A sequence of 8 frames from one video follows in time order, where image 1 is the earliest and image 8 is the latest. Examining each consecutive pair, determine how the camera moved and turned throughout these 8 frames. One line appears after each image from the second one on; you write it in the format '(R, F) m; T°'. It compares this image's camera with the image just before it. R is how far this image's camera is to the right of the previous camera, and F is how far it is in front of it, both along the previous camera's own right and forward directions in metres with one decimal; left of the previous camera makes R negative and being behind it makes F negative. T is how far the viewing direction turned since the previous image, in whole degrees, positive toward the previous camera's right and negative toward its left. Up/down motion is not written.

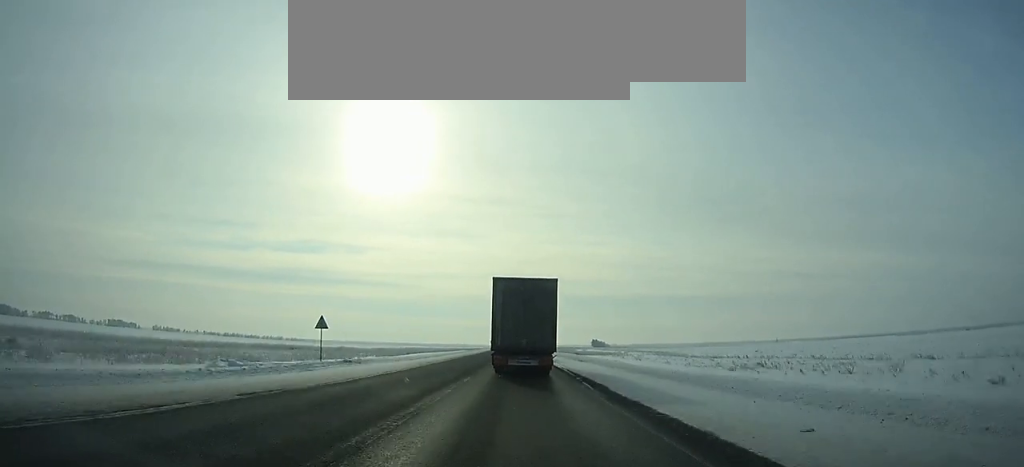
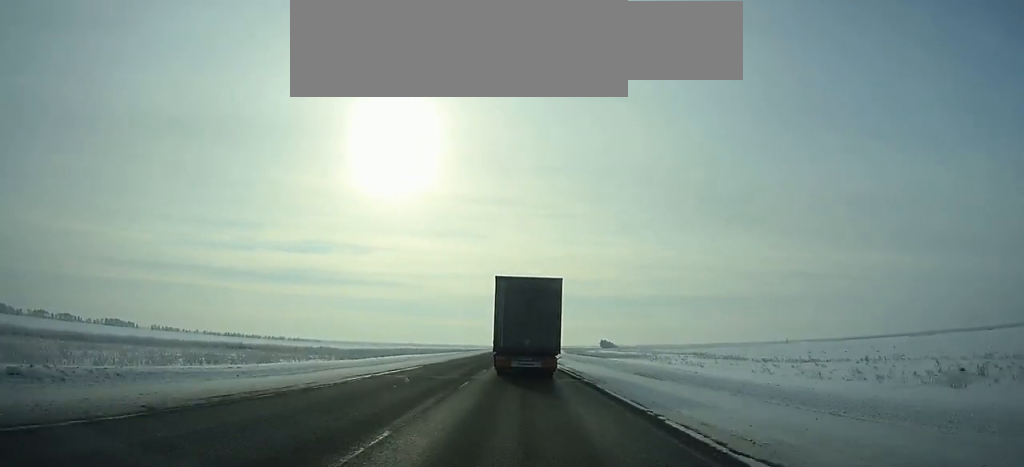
(0.0, +27.0) m; 0°
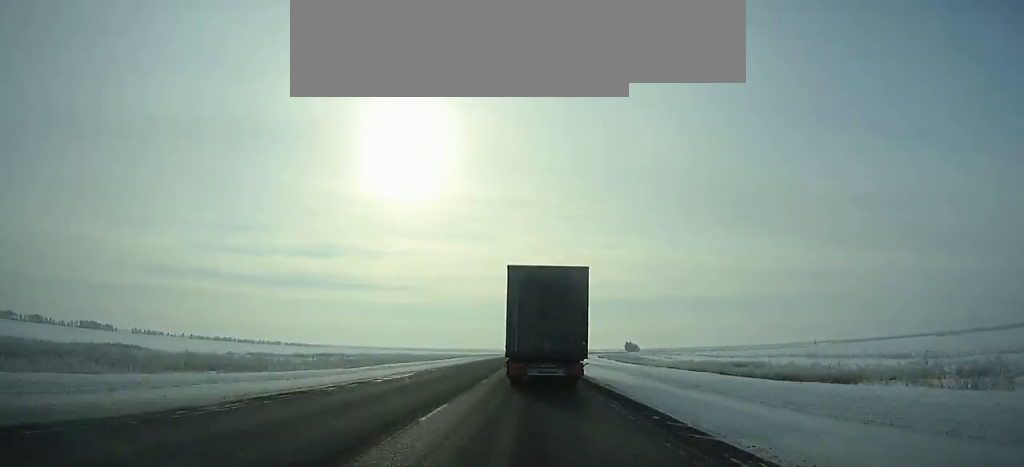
(-1.6, +107.3) m; -2°
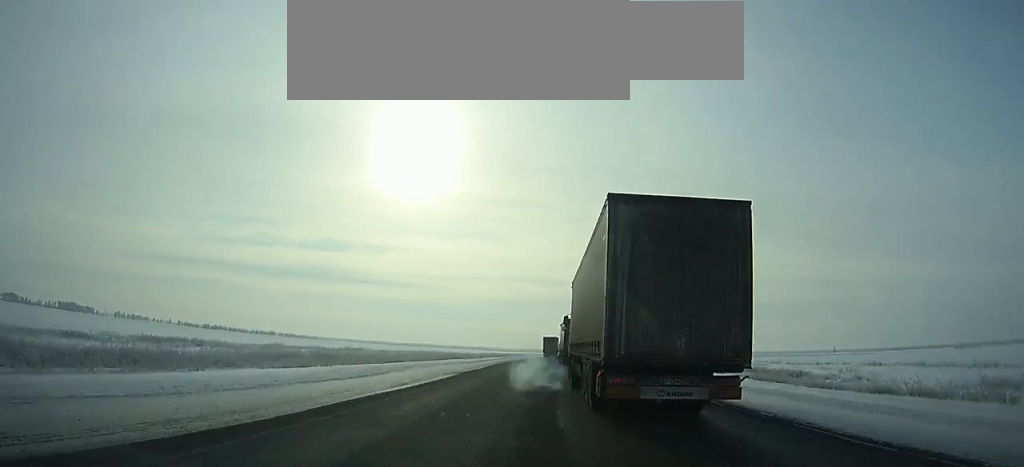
(-0.2, +75.0) m; +1°
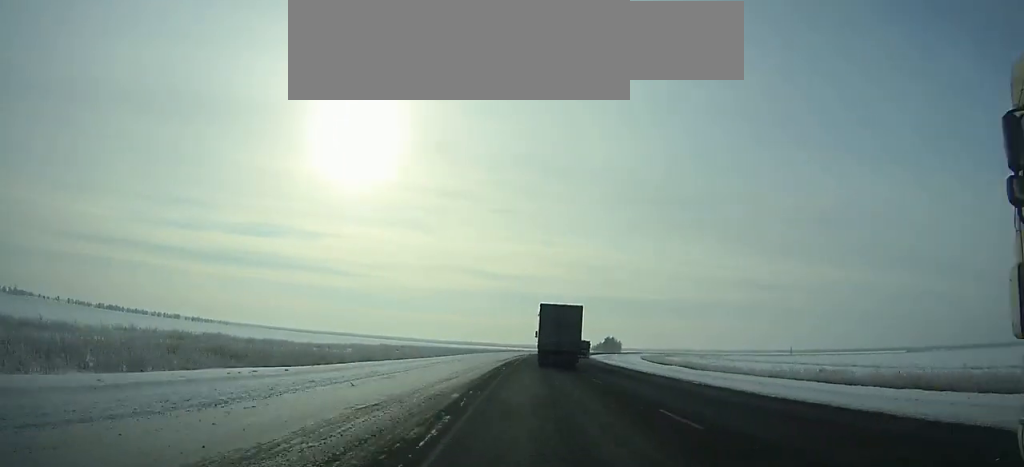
(+7.7, +130.1) m; +7°
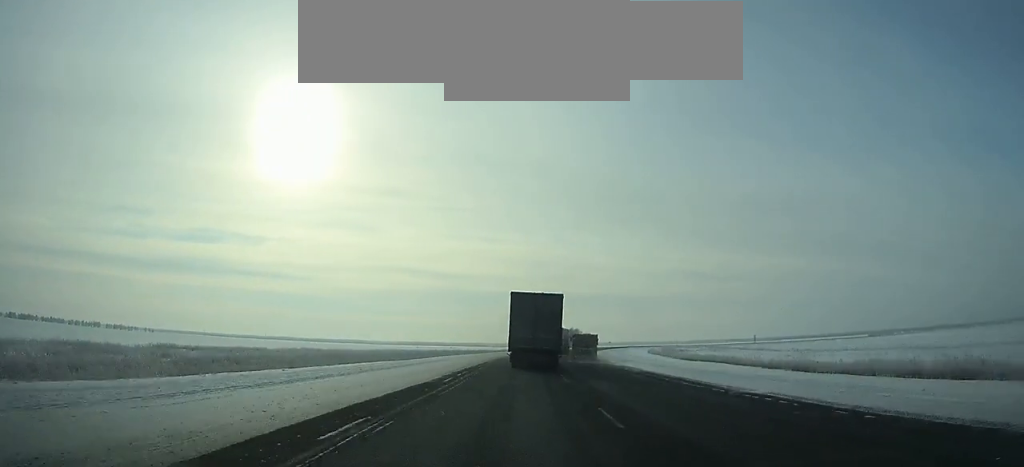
(+4.4, +92.0) m; +6°
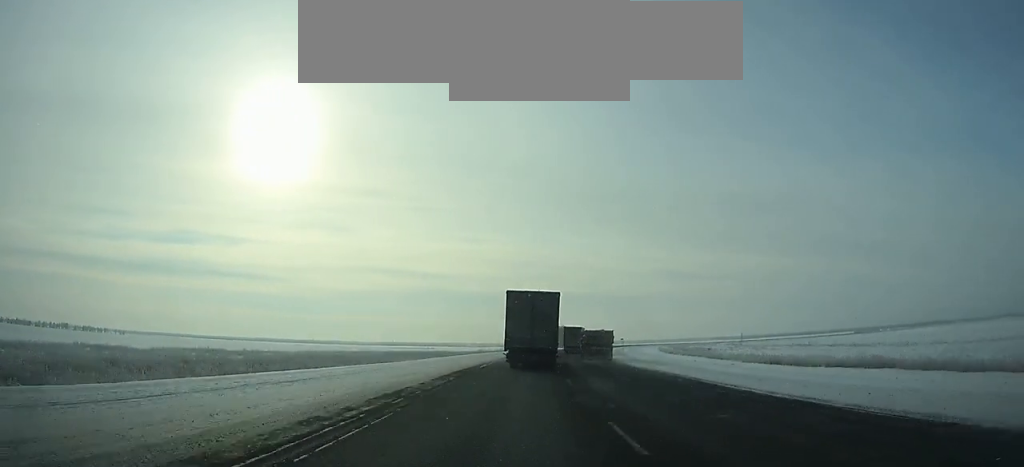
(+1.1, +38.8) m; +3°
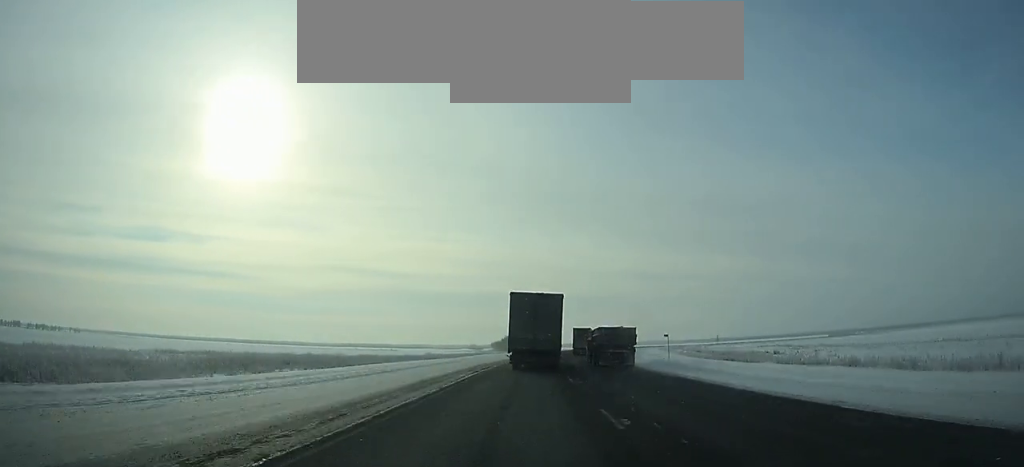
(+1.2, +46.2) m; +3°
